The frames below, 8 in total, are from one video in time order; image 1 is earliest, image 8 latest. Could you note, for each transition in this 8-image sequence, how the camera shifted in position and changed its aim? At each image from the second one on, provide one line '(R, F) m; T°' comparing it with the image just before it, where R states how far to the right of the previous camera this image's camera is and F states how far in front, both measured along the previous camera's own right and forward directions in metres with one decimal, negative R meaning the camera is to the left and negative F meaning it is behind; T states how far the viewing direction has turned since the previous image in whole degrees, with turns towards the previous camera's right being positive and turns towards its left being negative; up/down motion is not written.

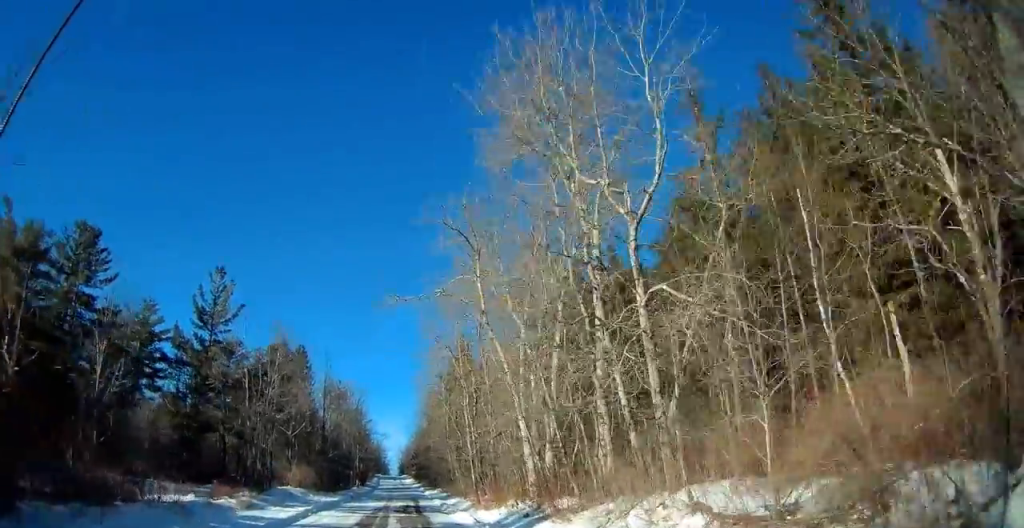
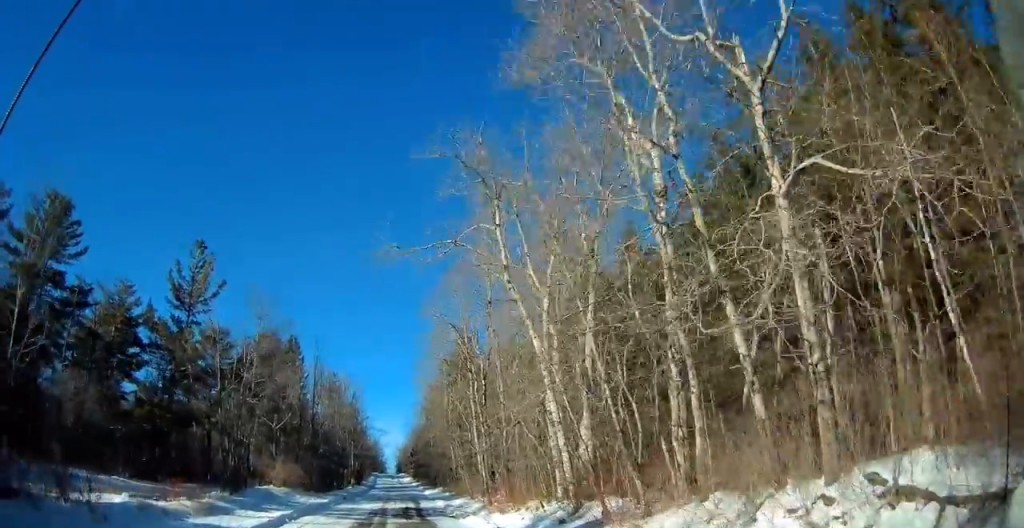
(0.0, +5.6) m; 0°
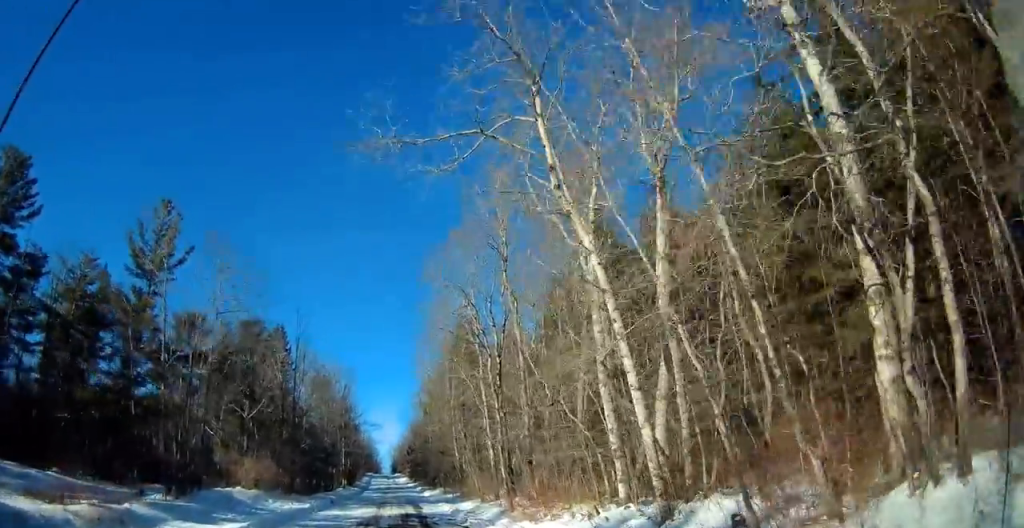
(0.0, +7.3) m; 0°
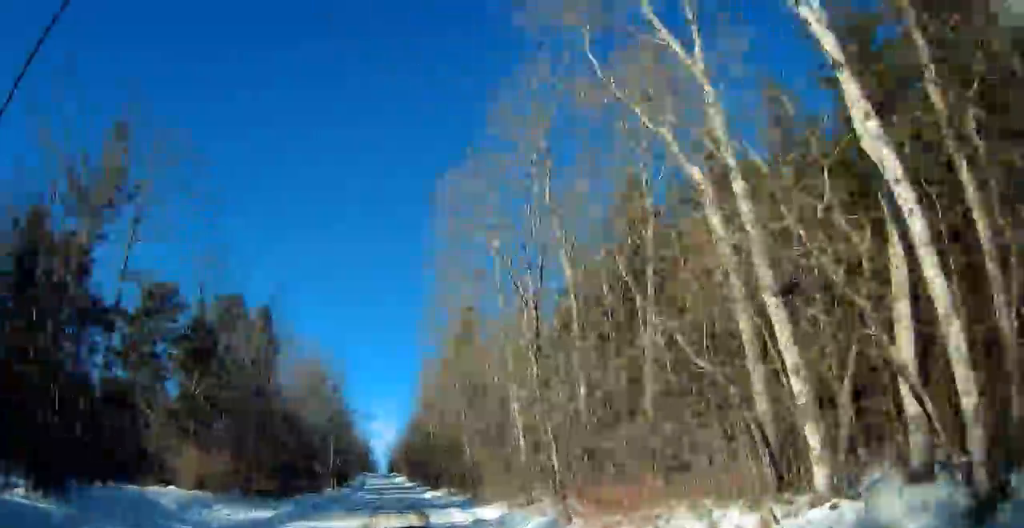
(0.0, +9.2) m; 0°
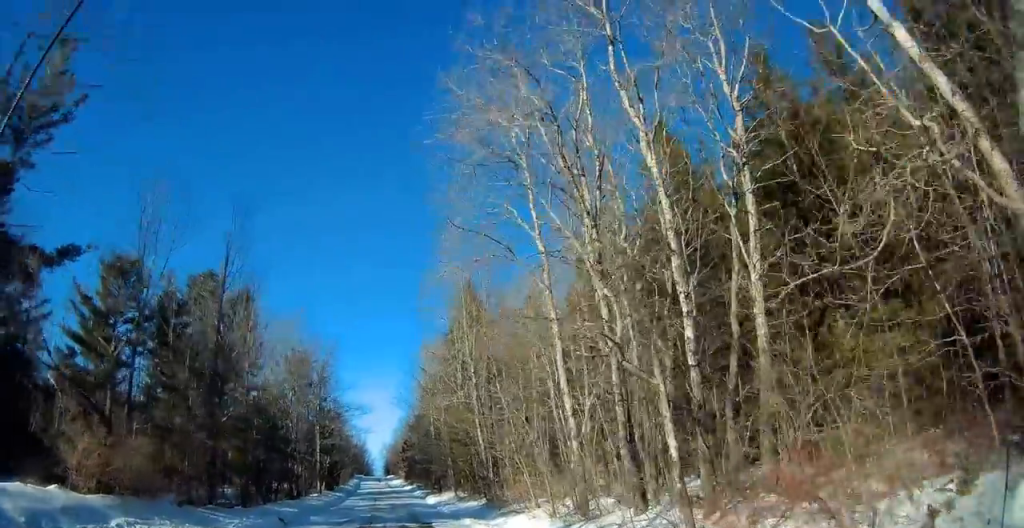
(0.0, +8.1) m; 0°
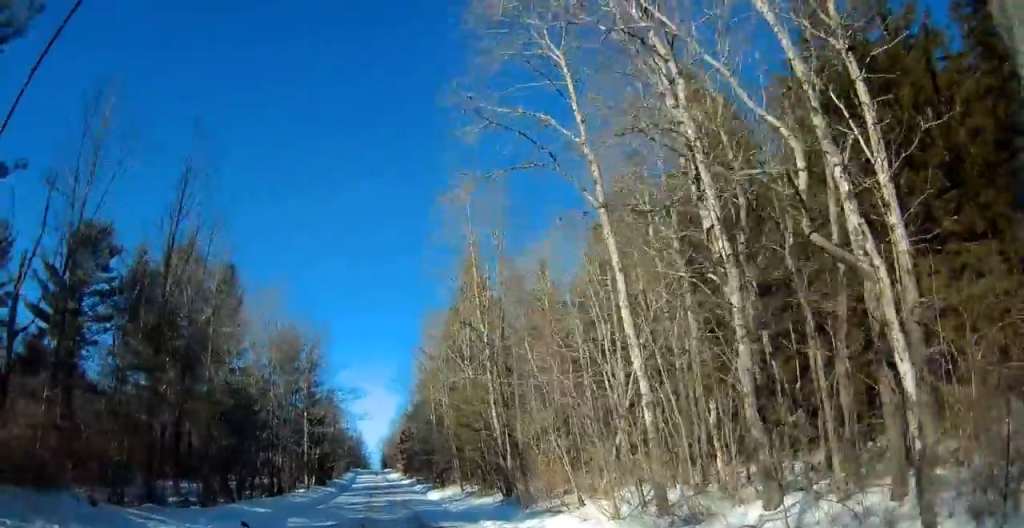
(0.0, +5.9) m; 0°
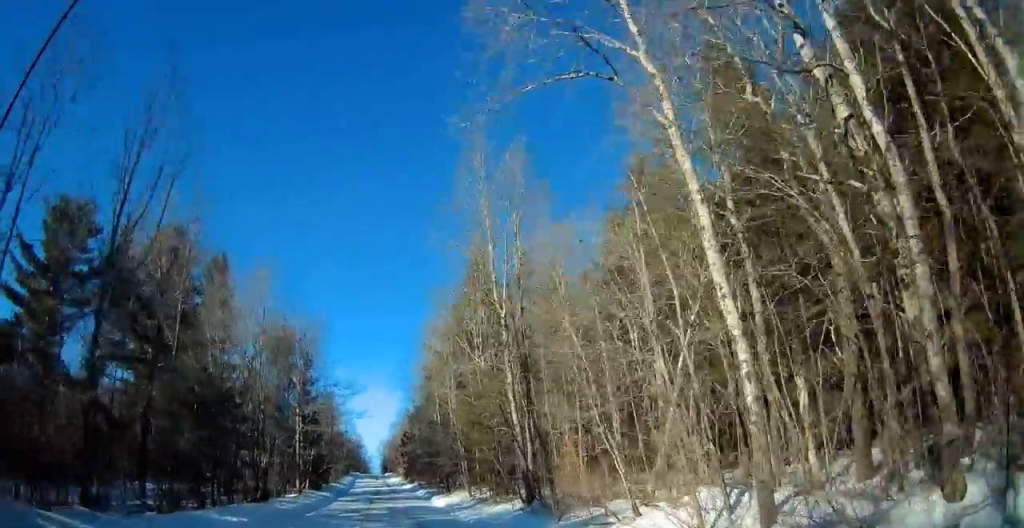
(0.0, +4.2) m; +1°
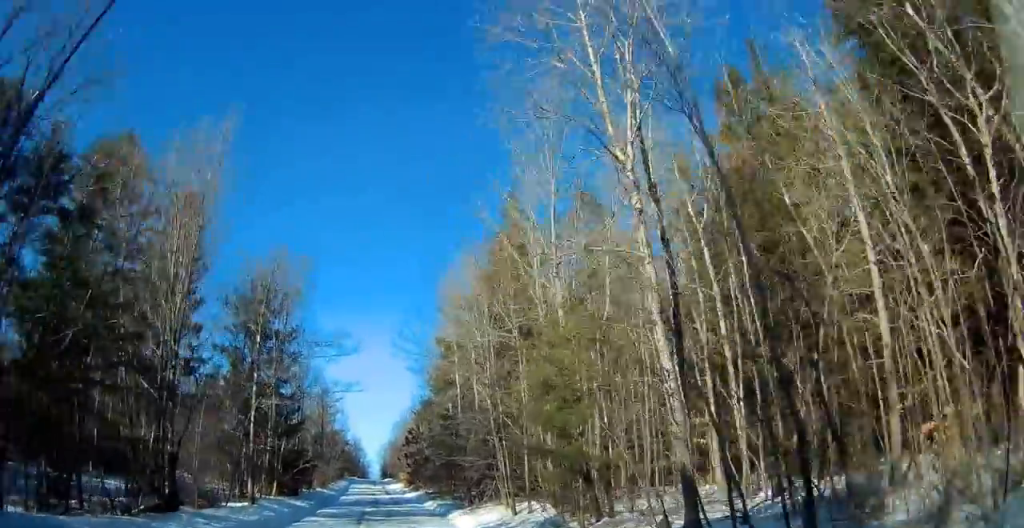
(+0.3, +13.6) m; +2°
